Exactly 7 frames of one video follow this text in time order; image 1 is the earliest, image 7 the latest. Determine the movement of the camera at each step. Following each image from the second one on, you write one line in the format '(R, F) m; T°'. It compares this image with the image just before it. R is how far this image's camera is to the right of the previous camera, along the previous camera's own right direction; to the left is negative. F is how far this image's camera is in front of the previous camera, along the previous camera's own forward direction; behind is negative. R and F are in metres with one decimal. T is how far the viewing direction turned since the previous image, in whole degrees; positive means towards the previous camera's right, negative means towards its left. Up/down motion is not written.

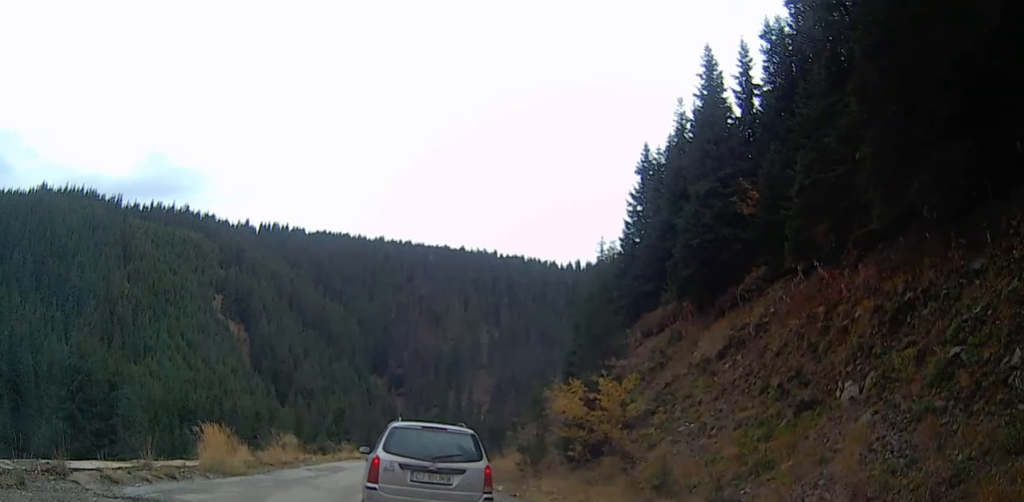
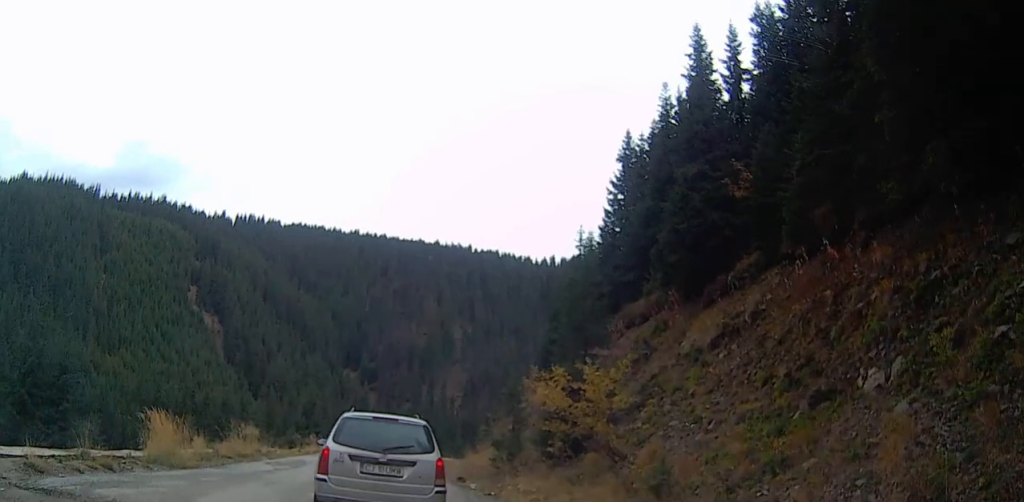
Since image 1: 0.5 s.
(-0.1, +1.9) m; +2°
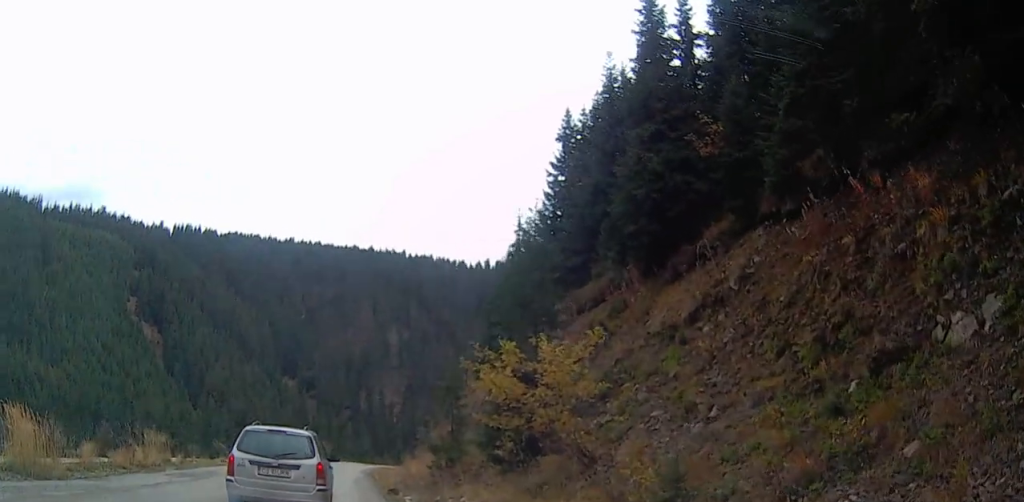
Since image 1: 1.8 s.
(+0.5, +4.3) m; +10°
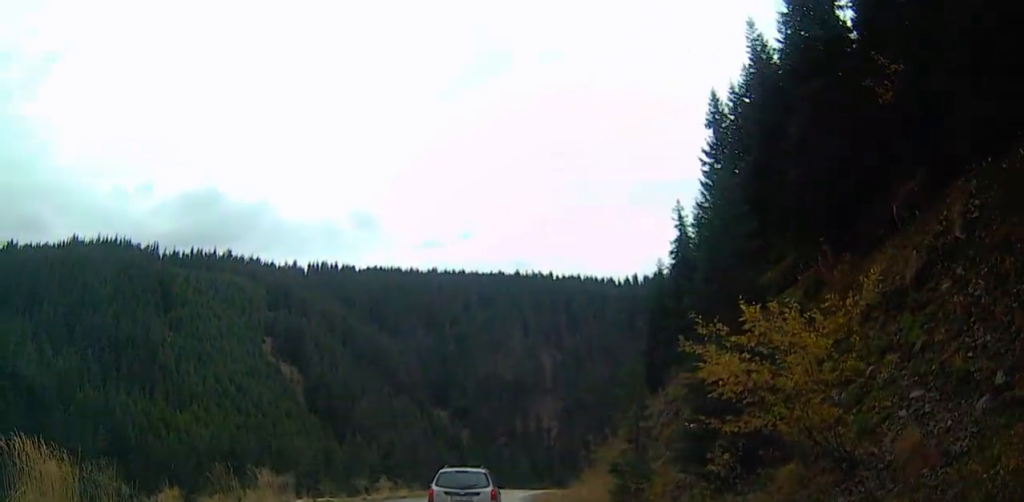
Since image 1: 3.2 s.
(0.0, +4.8) m; -7°
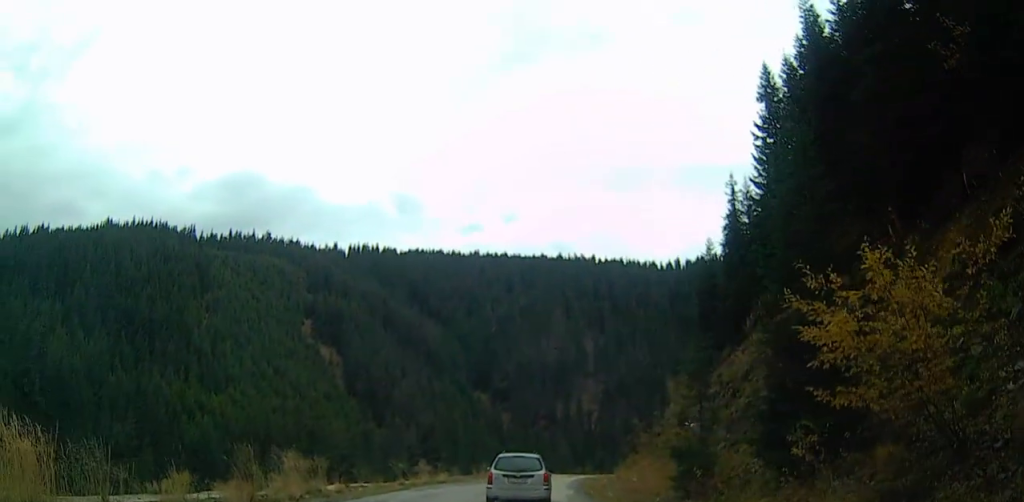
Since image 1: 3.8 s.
(-0.1, +1.9) m; -4°
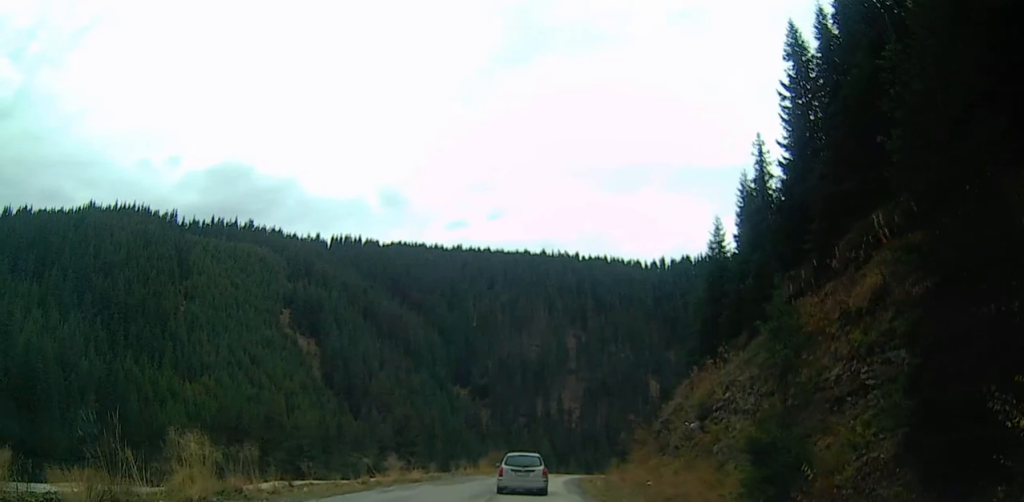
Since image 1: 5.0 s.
(-0.3, +5.4) m; -3°
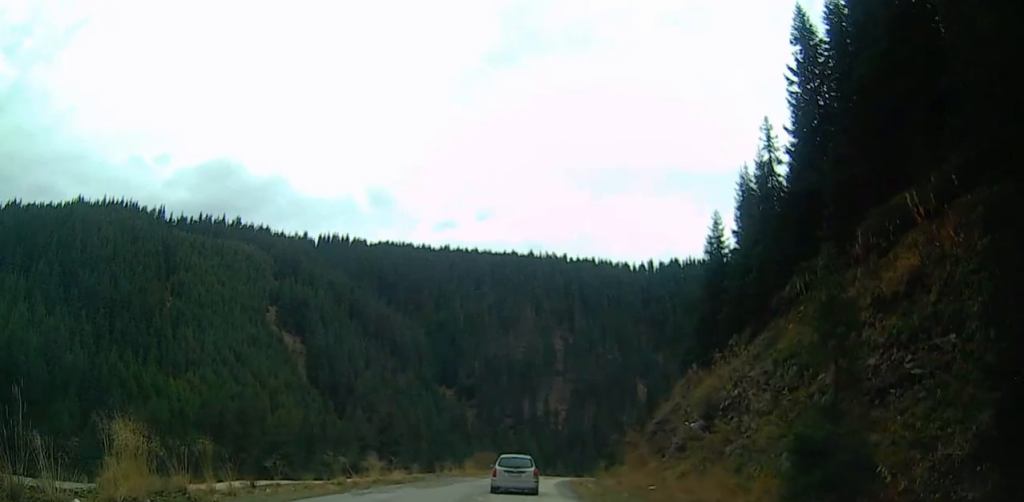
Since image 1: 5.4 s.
(0.0, +2.0) m; 0°
